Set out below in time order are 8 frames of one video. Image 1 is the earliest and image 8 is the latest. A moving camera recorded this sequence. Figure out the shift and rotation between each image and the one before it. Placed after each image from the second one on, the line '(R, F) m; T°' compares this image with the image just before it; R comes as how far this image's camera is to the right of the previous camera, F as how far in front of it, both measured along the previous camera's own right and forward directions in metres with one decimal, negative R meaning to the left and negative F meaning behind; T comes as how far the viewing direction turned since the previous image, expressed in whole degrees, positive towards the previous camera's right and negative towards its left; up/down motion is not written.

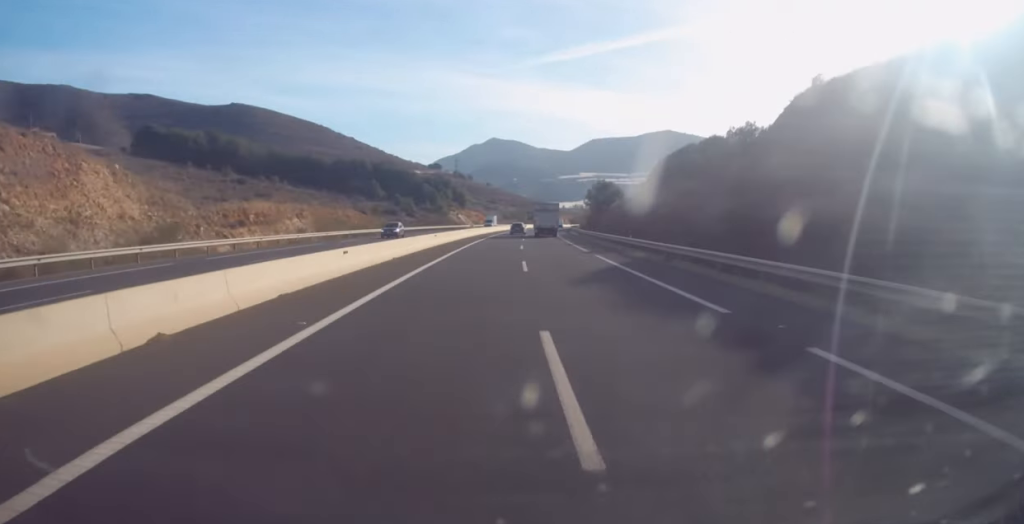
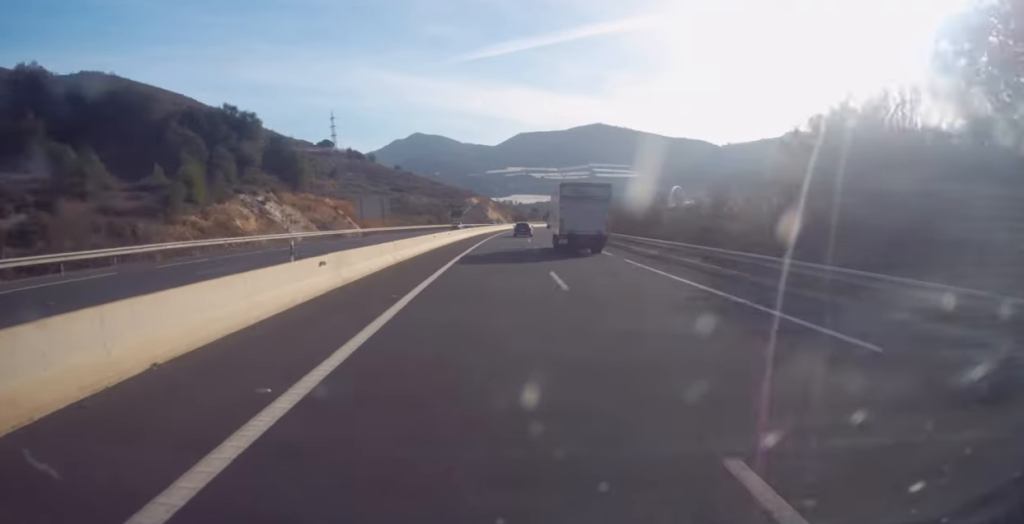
(+6.1, +115.5) m; +6°
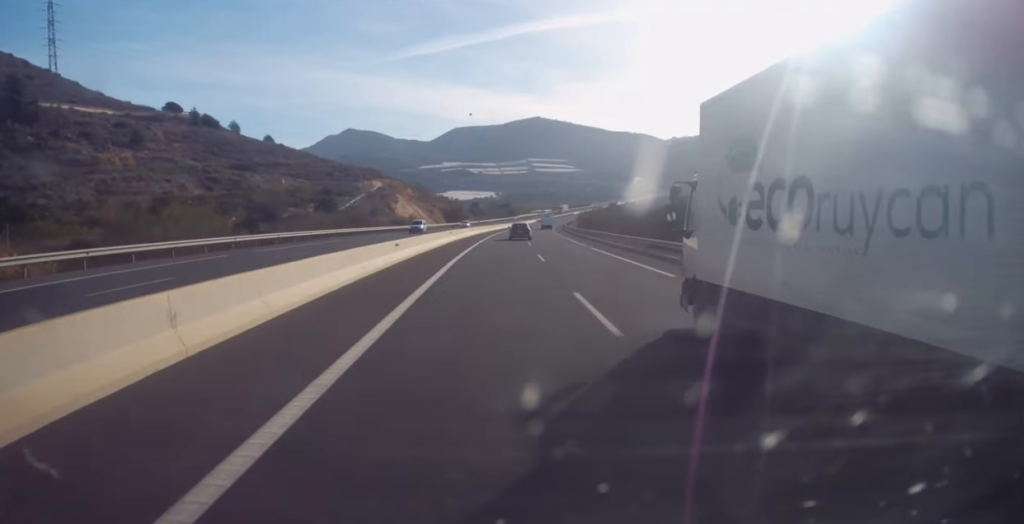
(+4.6, +105.7) m; +5°
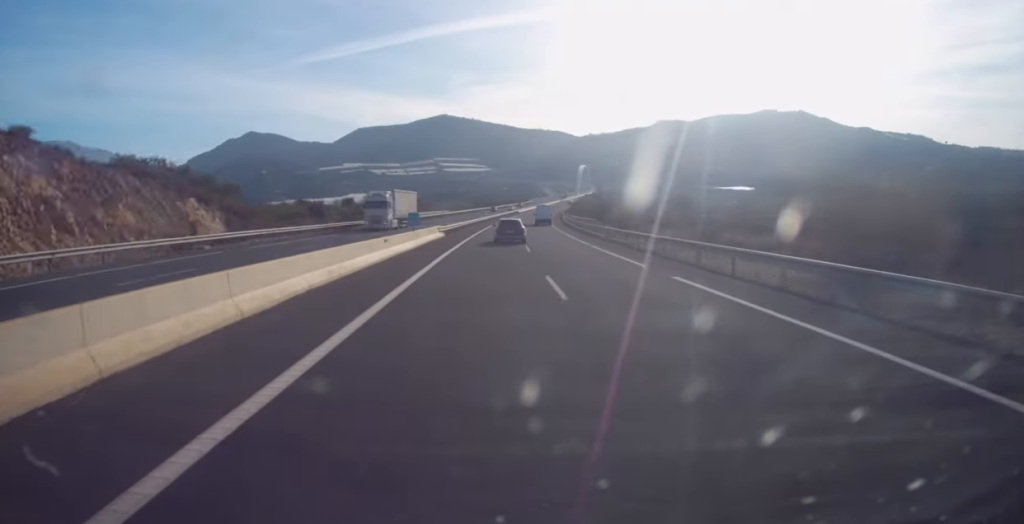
(+8.7, +178.4) m; +7°
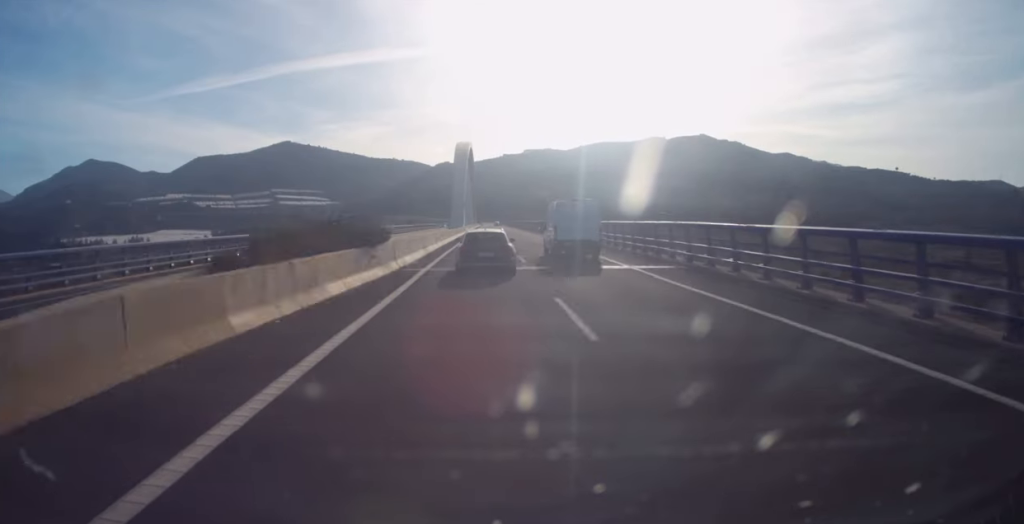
(+34.2, +313.1) m; +8°
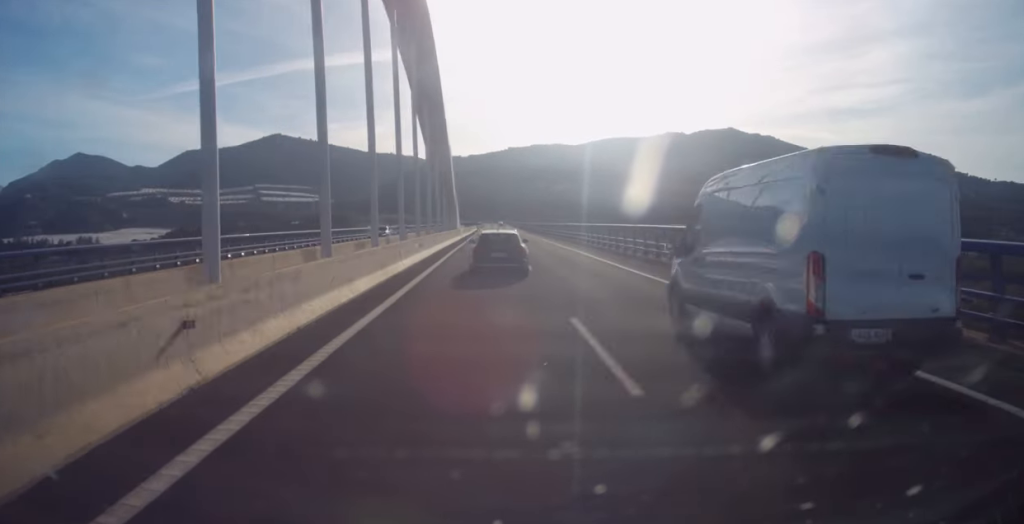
(+1.9, +154.0) m; 0°
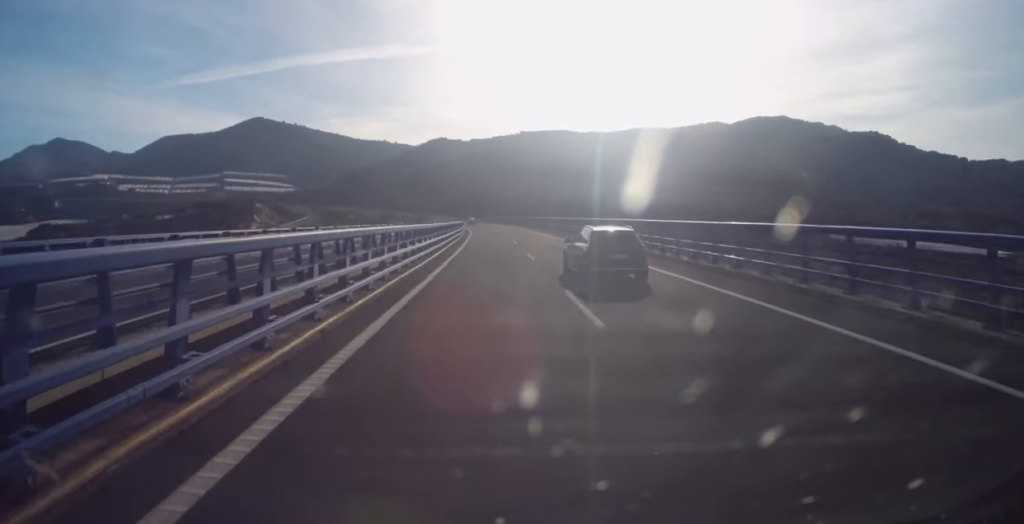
(-0.9, +237.1) m; -4°
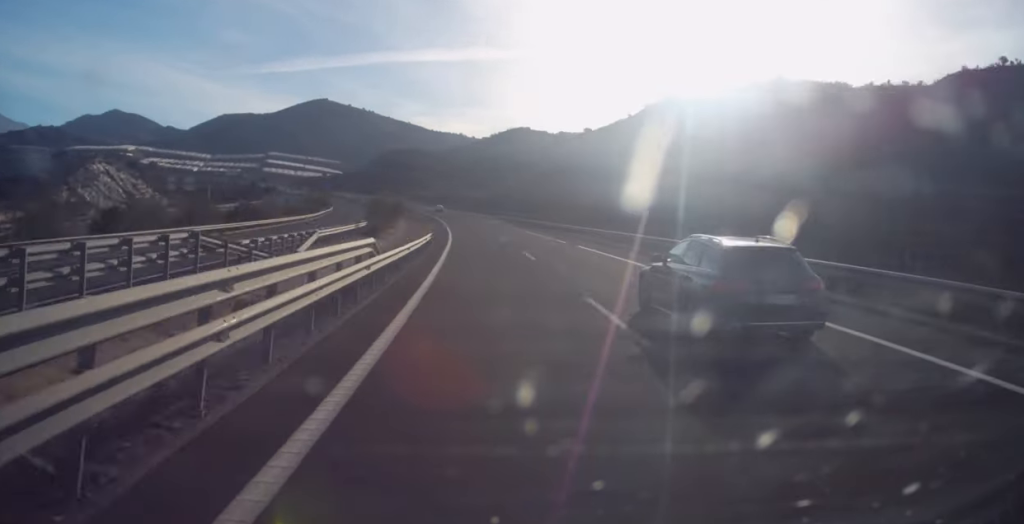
(-13.3, +187.0) m; -10°
